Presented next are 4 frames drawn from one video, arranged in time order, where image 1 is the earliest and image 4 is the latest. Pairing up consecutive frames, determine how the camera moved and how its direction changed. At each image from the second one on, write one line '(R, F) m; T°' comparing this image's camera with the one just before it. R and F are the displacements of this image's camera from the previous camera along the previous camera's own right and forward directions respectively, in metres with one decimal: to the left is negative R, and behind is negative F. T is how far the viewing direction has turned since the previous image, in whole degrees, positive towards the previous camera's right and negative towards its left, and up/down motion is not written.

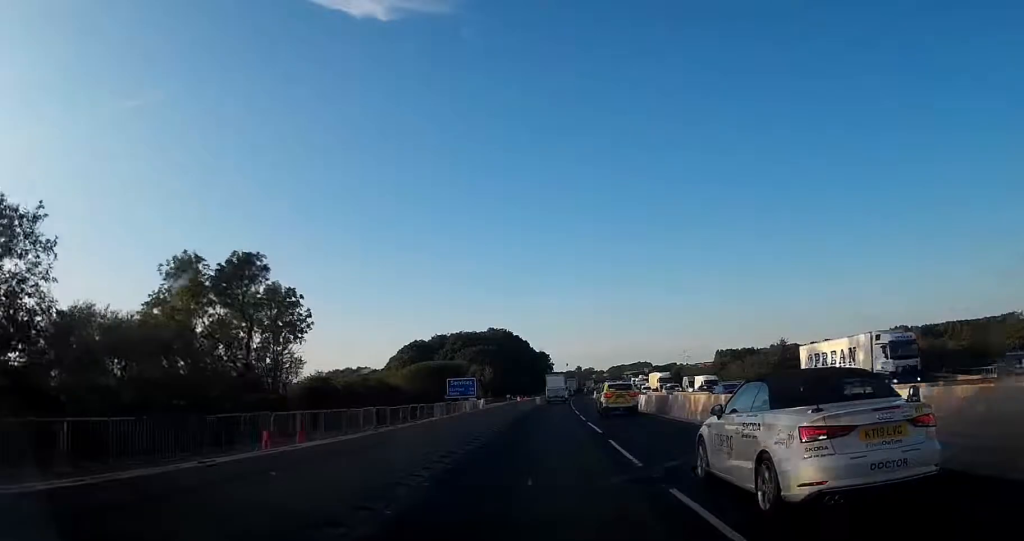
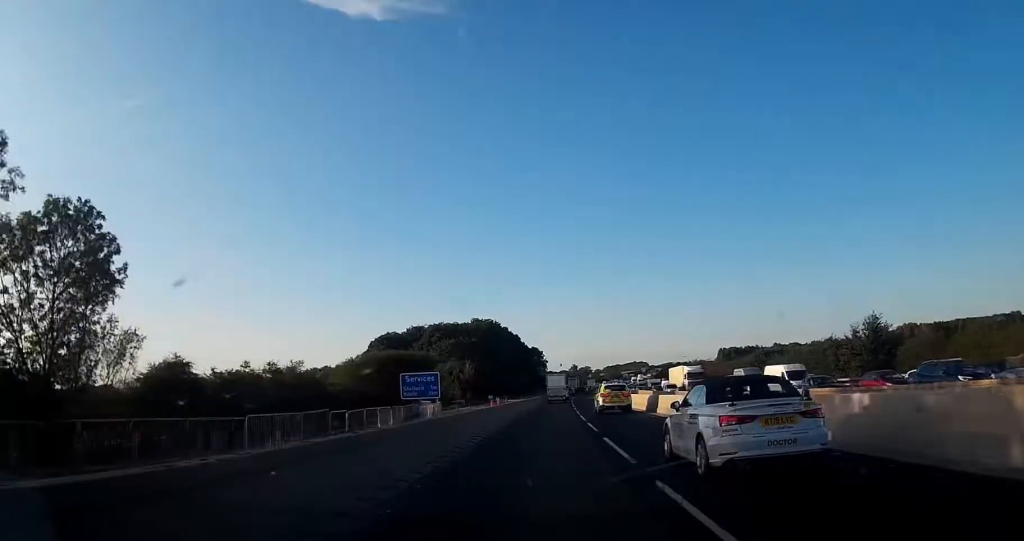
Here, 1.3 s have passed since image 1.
(+0.2, +26.4) m; +1°
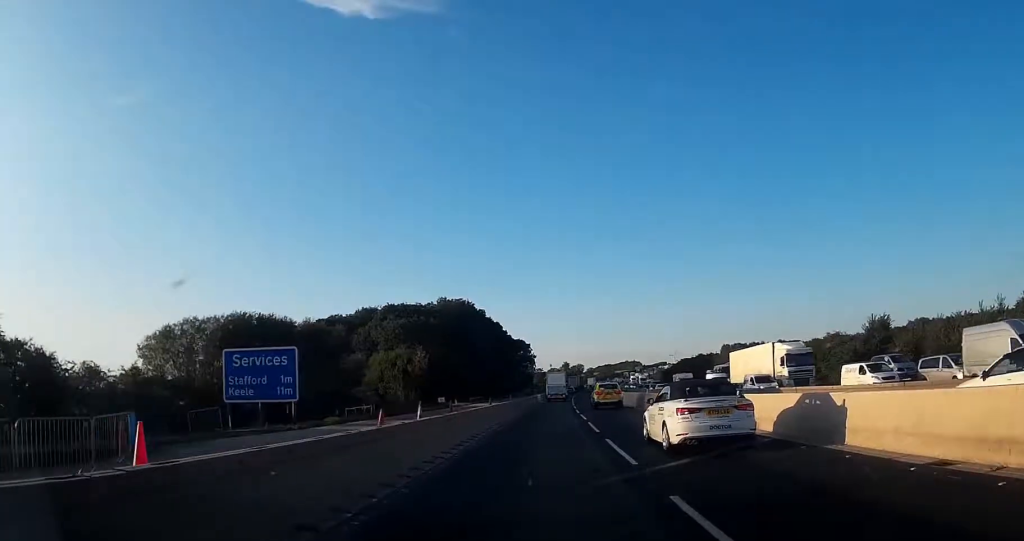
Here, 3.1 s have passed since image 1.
(+0.3, +36.9) m; +1°
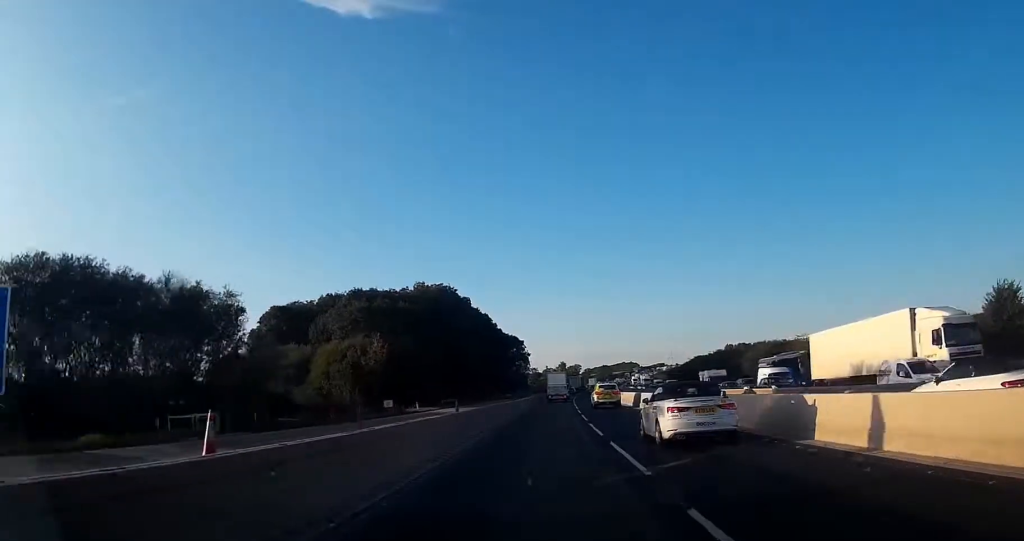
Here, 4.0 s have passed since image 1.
(+0.1, +19.4) m; +1°
